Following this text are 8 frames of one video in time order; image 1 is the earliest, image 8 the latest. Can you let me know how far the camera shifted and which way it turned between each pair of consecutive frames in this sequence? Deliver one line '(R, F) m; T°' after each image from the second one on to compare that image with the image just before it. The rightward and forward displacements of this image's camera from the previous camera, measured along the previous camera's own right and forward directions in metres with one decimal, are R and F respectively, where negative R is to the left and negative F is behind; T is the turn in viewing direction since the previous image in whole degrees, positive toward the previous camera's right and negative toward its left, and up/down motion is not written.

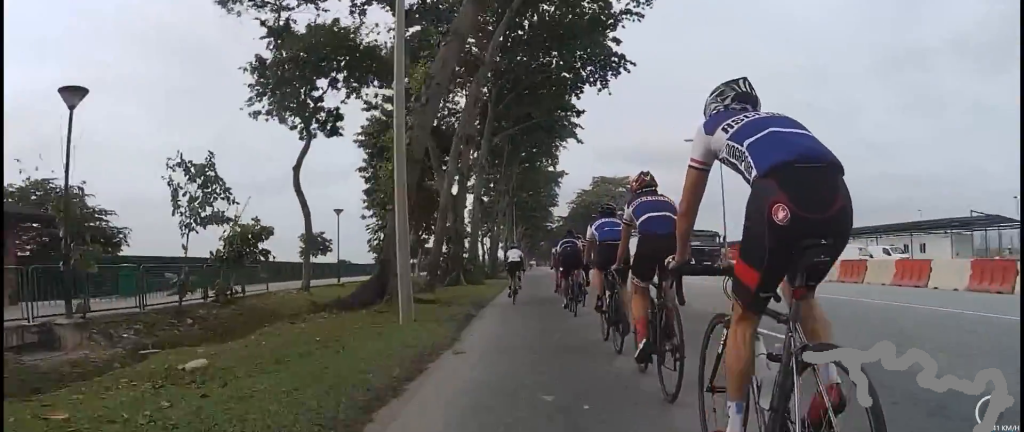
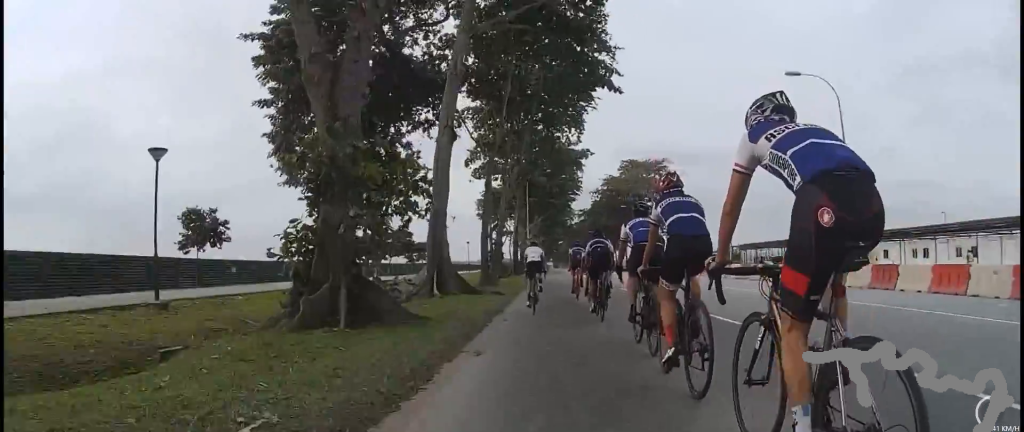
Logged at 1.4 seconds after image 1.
(-0.9, +16.6) m; -2°
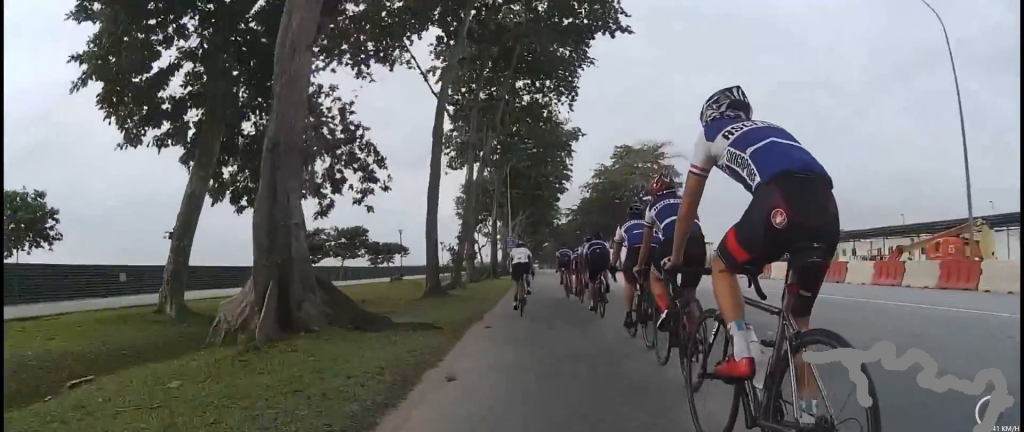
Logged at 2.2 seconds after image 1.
(+0.9, +10.1) m; +2°
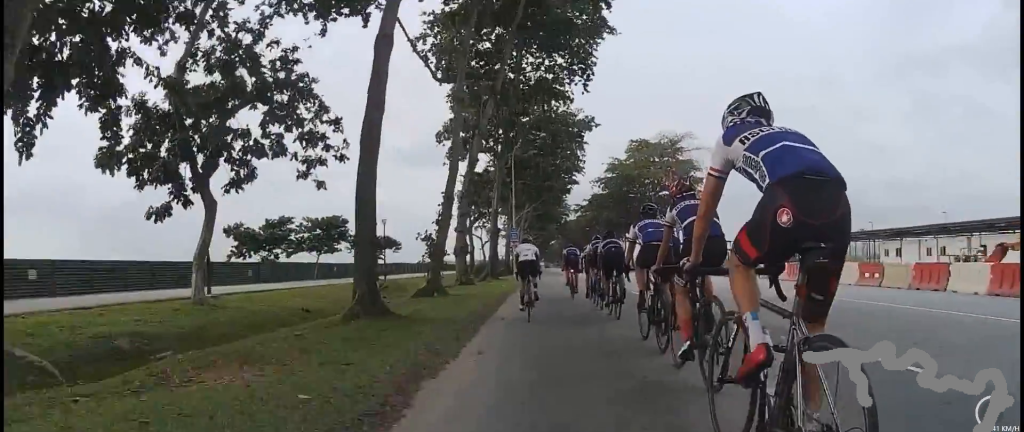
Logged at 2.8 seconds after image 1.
(0.0, +6.8) m; +1°
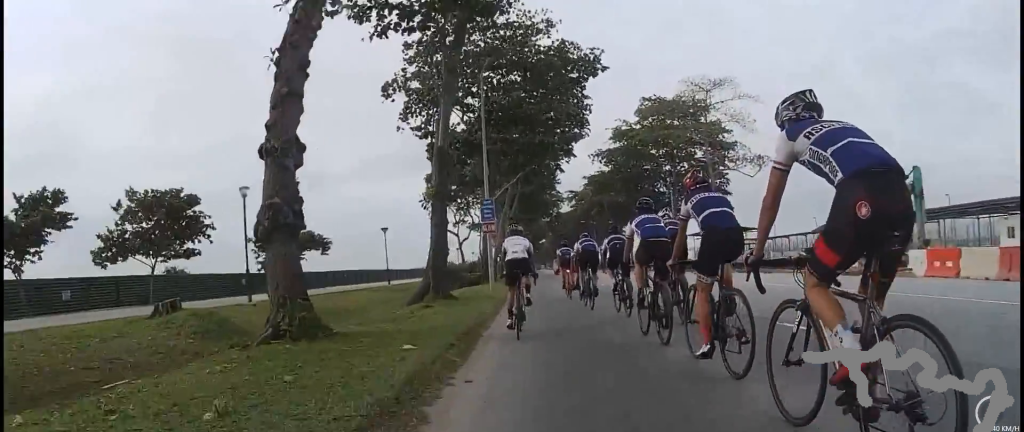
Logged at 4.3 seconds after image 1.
(+0.1, +17.6) m; 0°
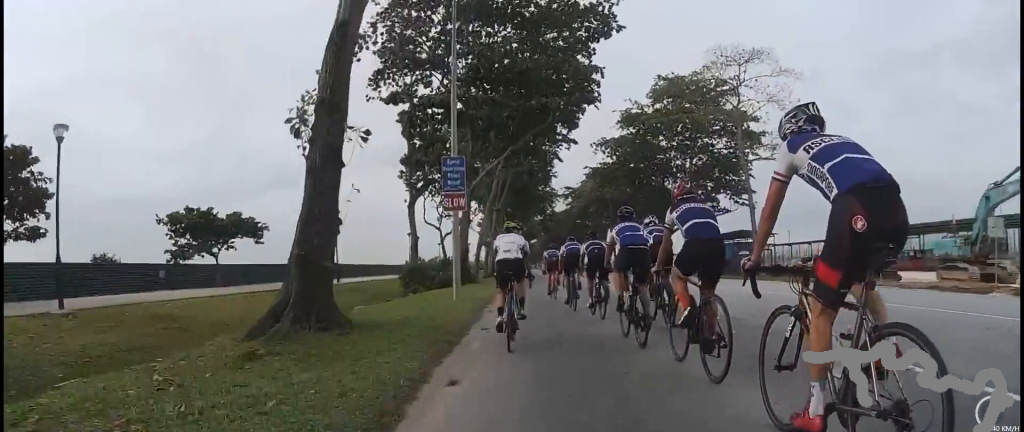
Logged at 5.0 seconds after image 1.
(-0.3, +8.6) m; -2°
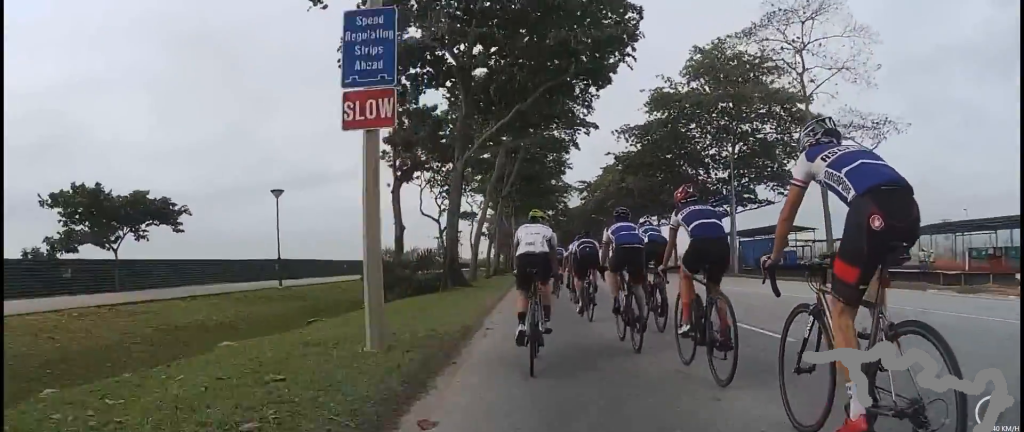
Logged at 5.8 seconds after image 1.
(-0.2, +8.5) m; 0°
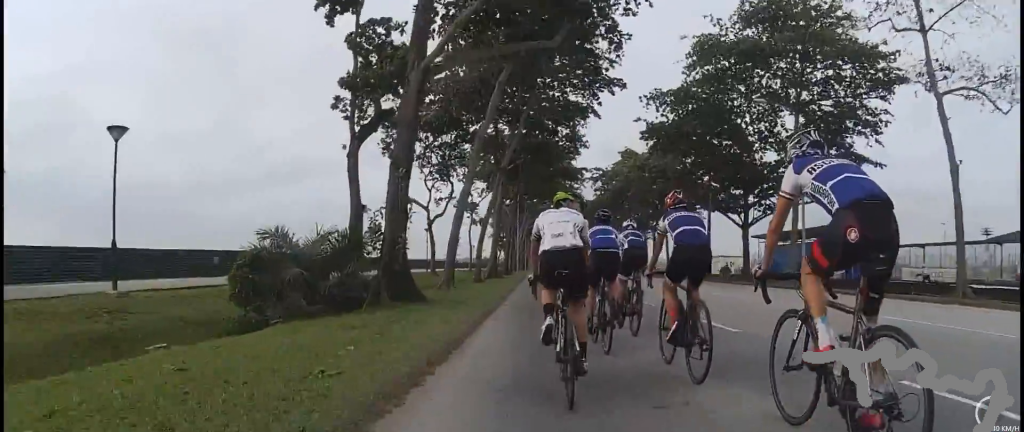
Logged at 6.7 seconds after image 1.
(+0.1, +10.0) m; +2°
